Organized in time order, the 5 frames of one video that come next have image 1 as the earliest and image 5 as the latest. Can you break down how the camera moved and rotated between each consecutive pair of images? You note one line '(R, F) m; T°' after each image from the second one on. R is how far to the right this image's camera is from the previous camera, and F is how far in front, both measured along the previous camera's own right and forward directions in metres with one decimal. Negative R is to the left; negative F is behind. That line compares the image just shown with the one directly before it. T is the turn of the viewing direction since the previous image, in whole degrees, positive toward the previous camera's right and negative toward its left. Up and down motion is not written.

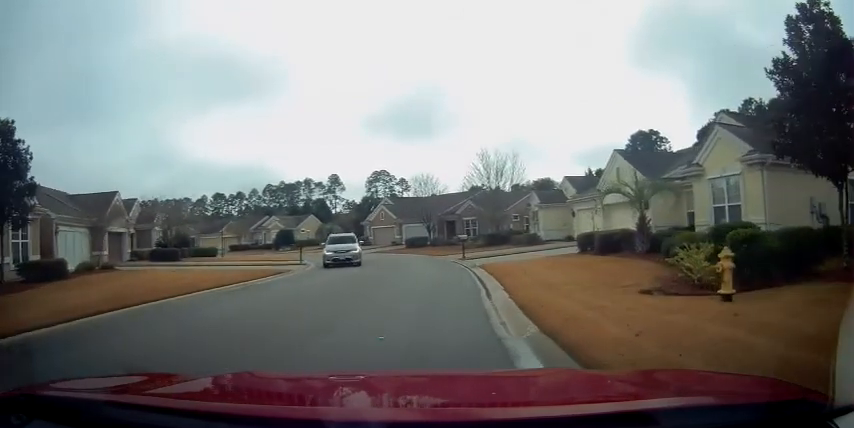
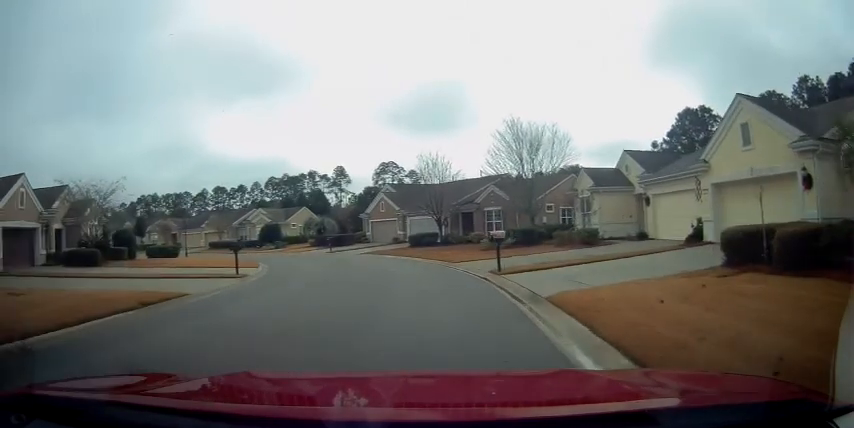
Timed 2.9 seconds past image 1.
(0.0, +11.1) m; 0°
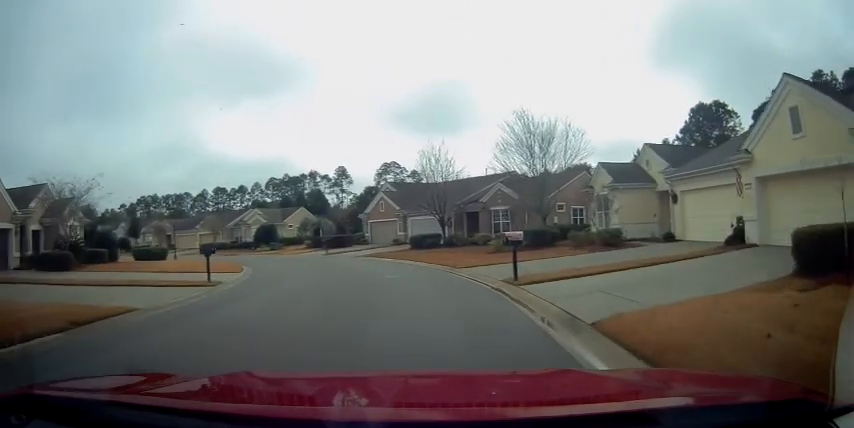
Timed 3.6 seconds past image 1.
(0.0, +2.7) m; 0°
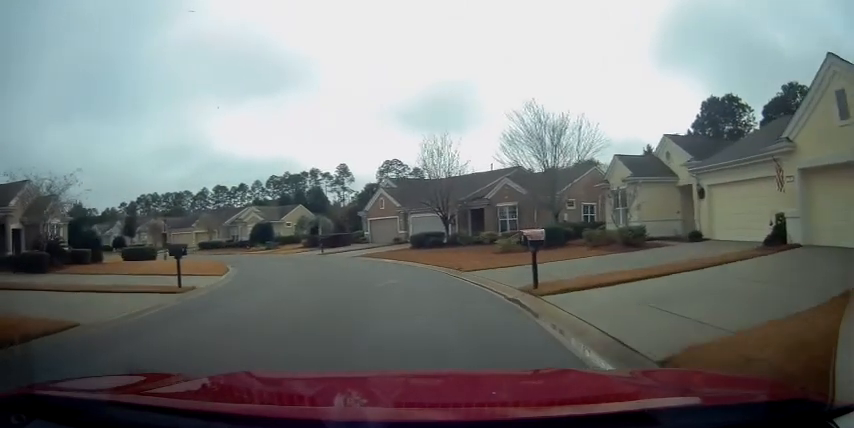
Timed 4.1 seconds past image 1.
(0.0, +2.2) m; 0°
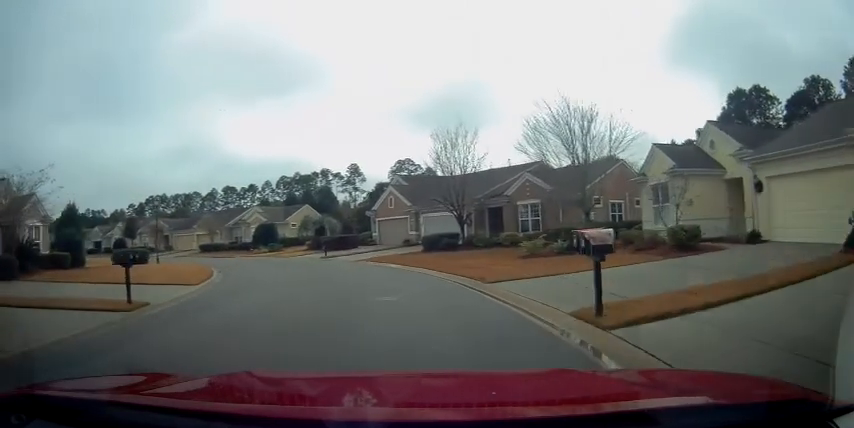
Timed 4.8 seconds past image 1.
(0.0, +3.2) m; -1°
